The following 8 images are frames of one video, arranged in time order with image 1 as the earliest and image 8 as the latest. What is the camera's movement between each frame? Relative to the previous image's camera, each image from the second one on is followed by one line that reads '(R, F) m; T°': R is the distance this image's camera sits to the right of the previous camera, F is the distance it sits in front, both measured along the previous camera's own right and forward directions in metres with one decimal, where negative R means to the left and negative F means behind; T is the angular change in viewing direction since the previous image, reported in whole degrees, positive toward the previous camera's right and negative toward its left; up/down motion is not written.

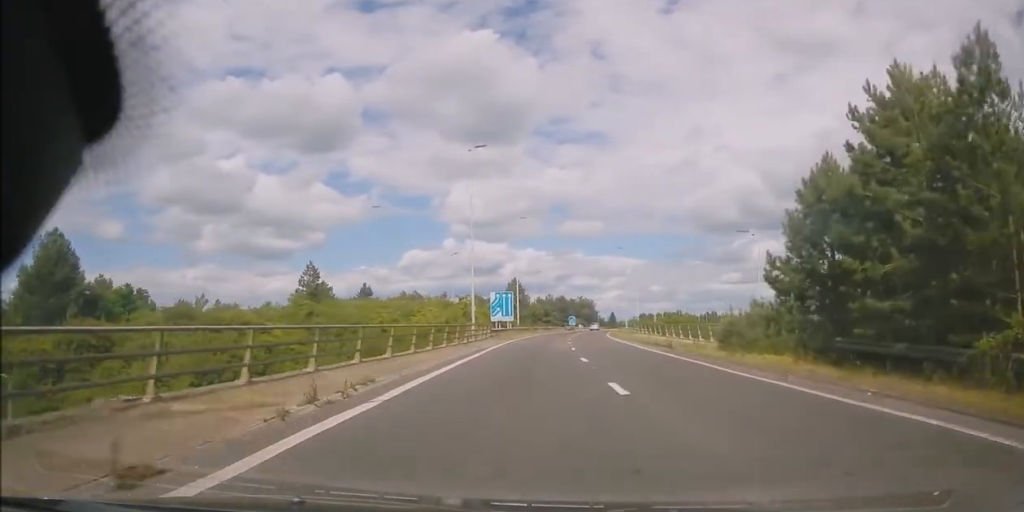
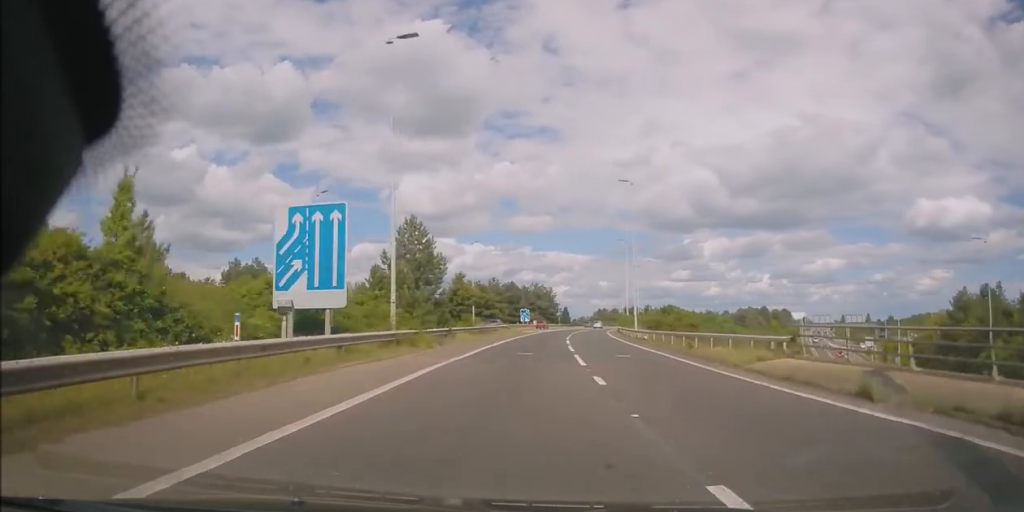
(+2.1, +52.9) m; +4°
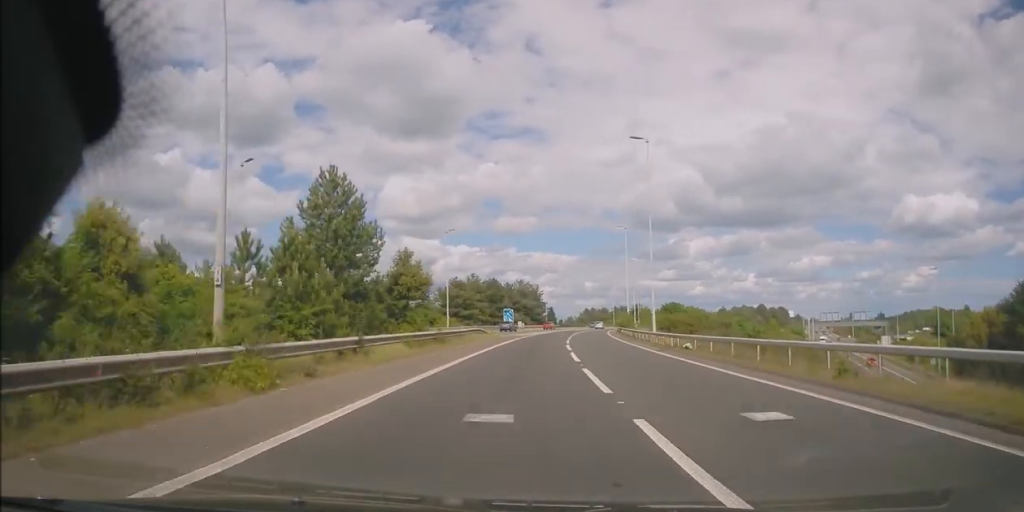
(+0.3, +15.2) m; +1°
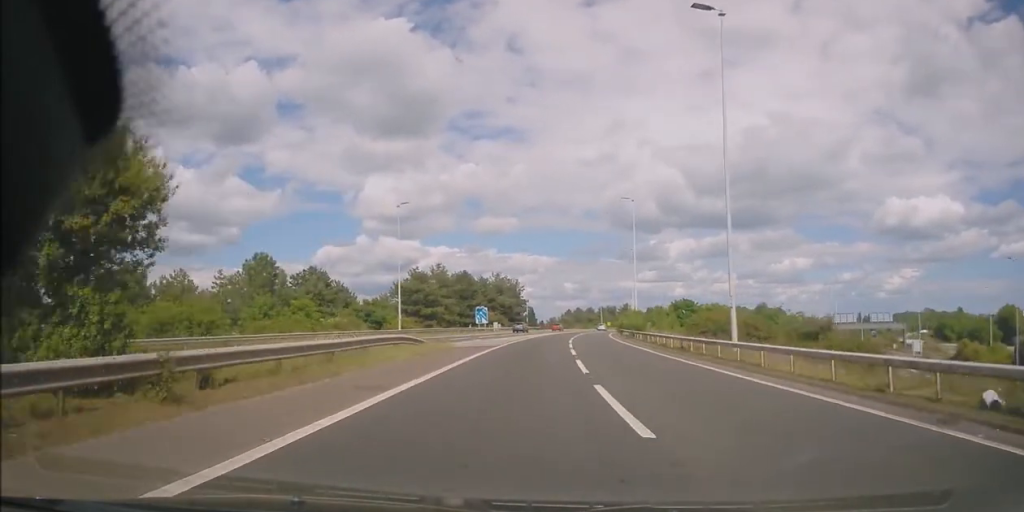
(0.0, +21.5) m; +3°
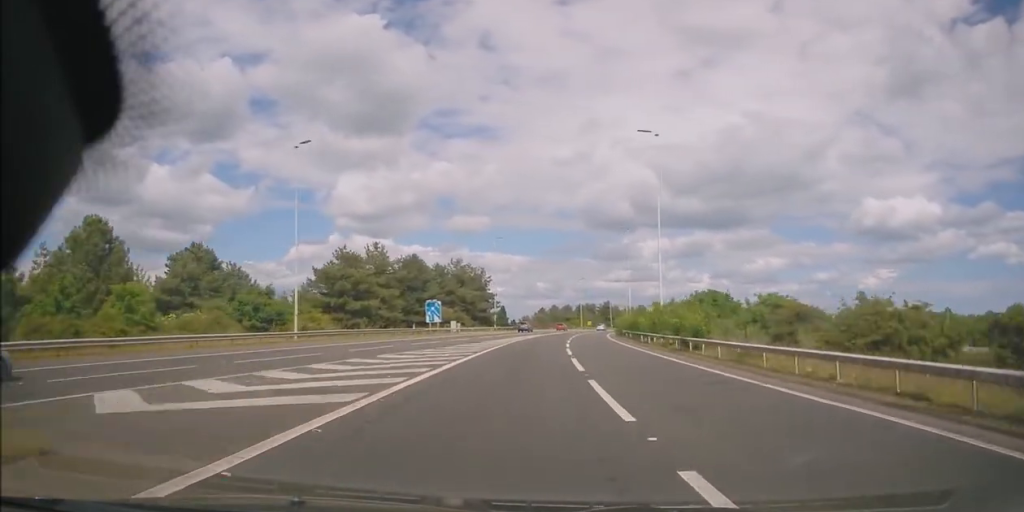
(+1.2, +24.8) m; +3°
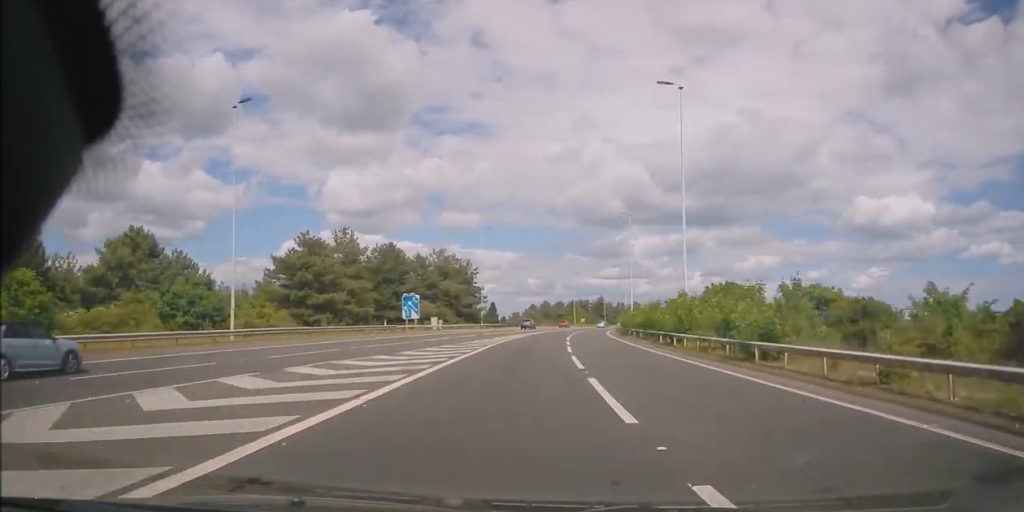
(0.0, +9.1) m; +1°
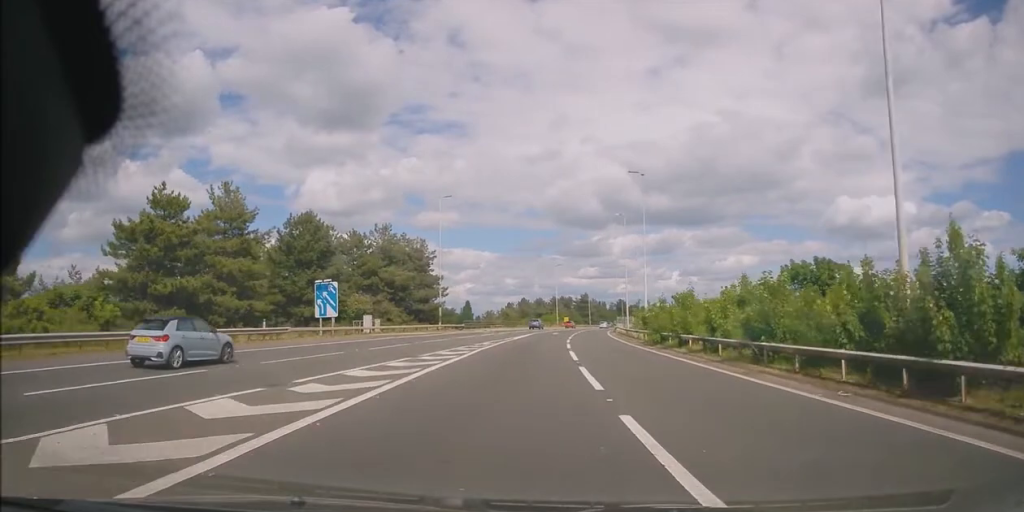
(+0.4, +22.4) m; +2°
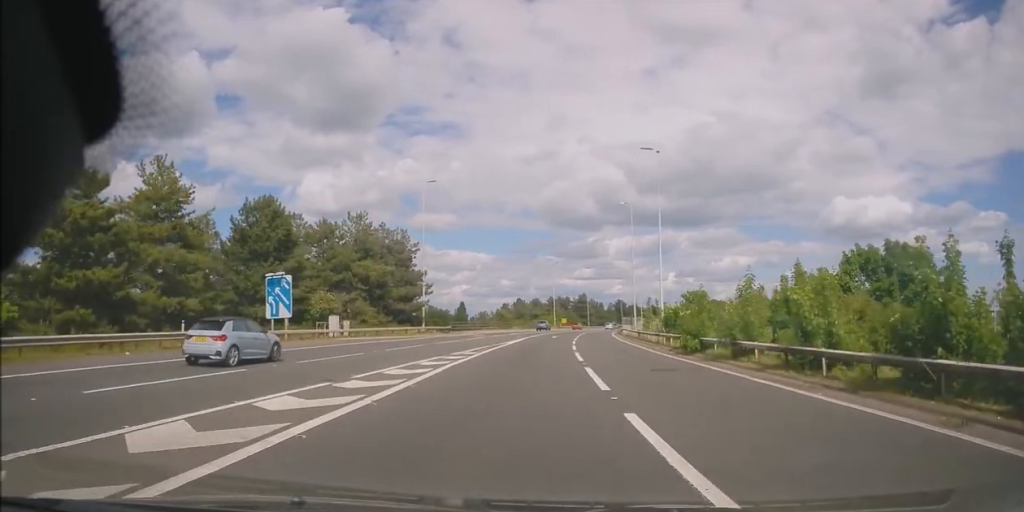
(+0.1, +8.5) m; +1°
